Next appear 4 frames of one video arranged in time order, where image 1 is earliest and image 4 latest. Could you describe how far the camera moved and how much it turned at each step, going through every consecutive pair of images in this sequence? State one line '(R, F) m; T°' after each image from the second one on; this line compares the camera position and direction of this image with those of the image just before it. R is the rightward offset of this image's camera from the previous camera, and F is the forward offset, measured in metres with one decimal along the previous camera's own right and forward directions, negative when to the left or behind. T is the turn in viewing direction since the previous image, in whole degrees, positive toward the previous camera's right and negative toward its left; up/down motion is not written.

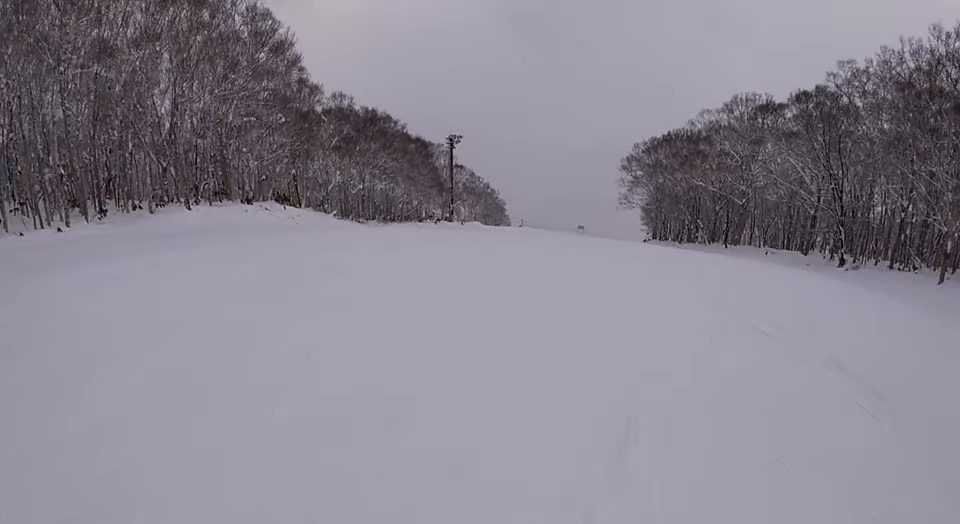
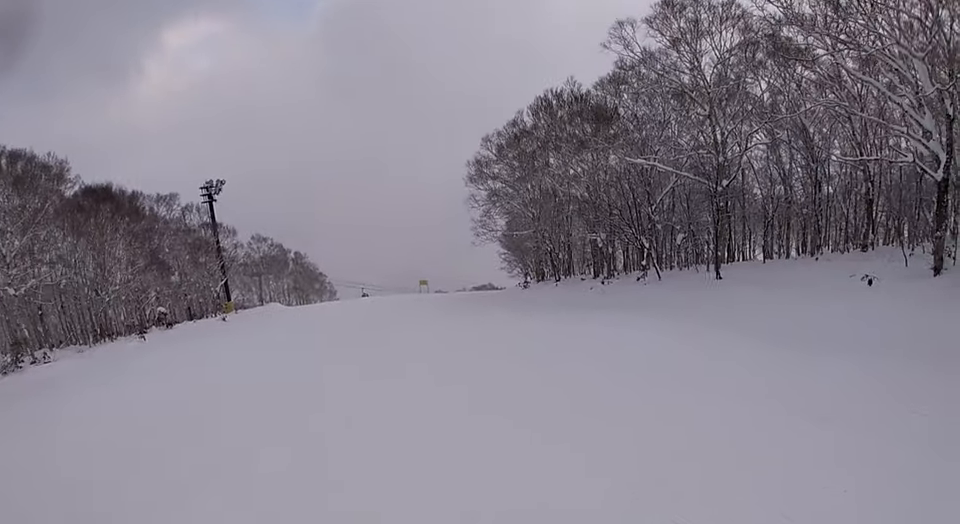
(+0.3, +30.9) m; +14°
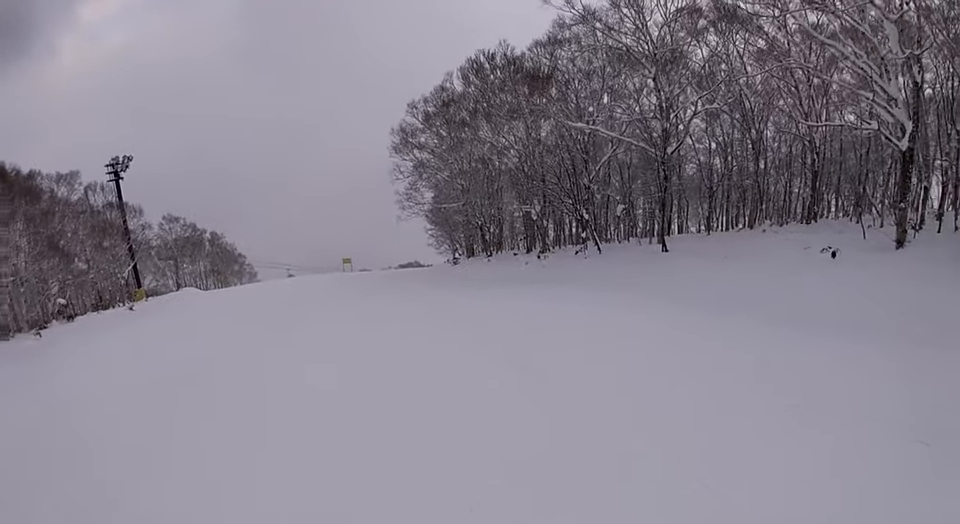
(0.0, +2.5) m; +9°
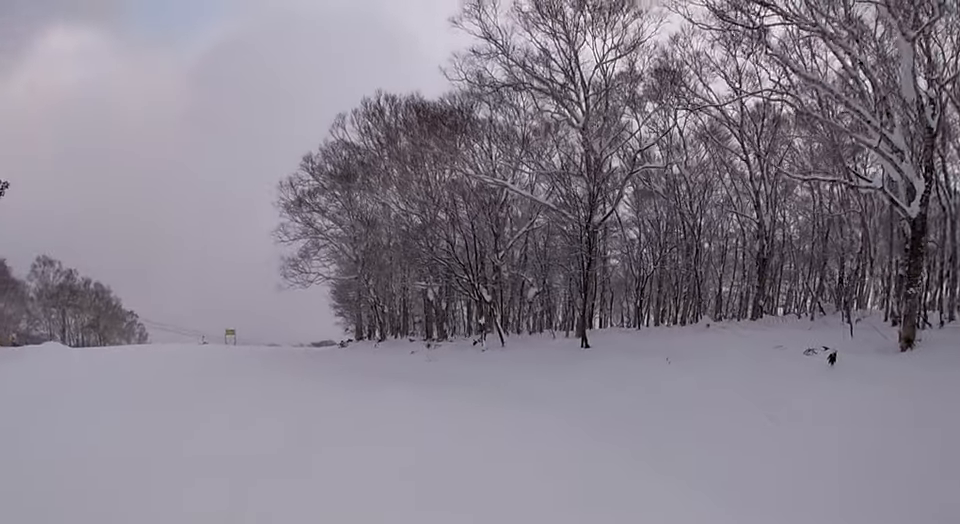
(+1.6, +7.6) m; +10°
